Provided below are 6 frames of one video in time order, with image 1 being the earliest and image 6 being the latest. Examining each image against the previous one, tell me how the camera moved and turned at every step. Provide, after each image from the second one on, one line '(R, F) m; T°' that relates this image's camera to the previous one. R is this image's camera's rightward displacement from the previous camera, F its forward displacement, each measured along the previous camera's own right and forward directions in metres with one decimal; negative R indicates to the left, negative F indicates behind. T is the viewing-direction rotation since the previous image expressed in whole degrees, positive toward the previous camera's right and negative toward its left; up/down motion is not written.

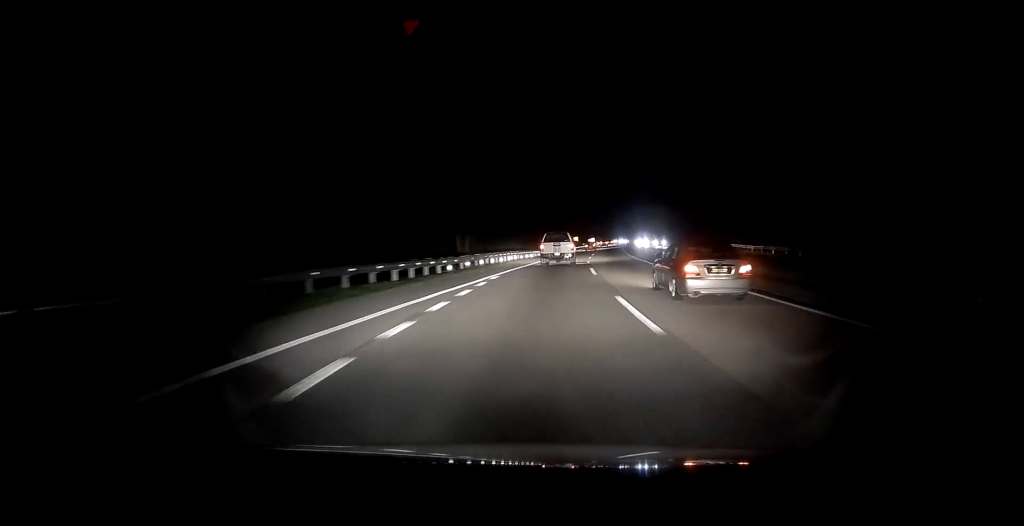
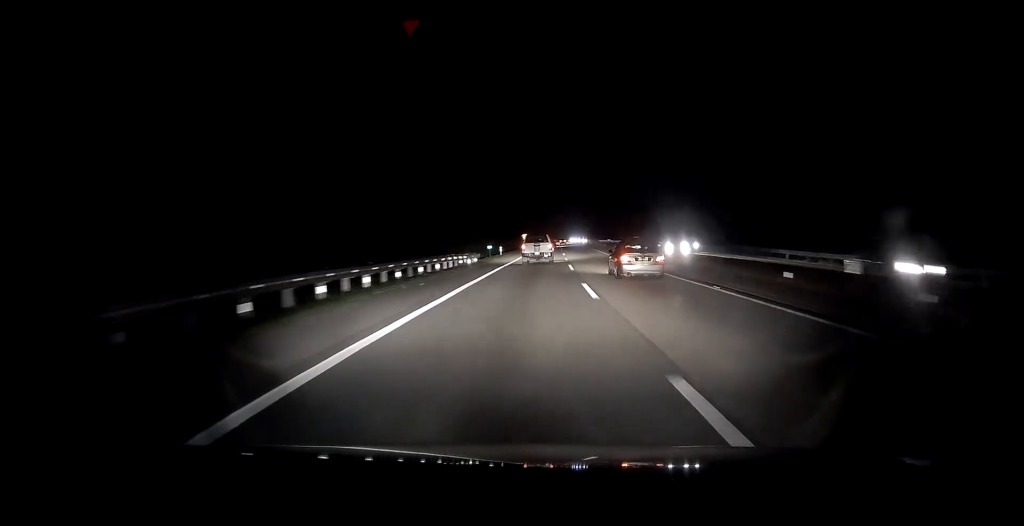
(+1.5, +35.5) m; +5°
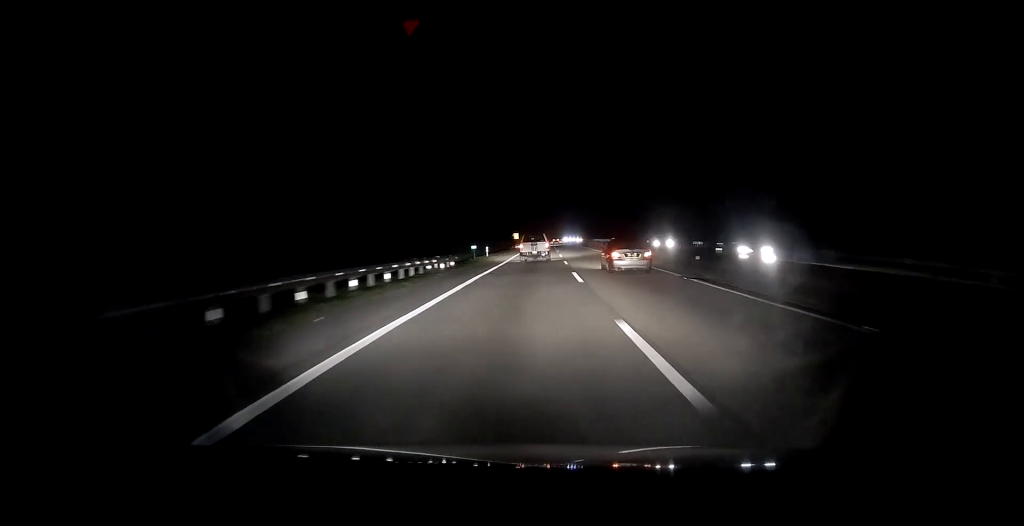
(+0.2, +9.1) m; +1°
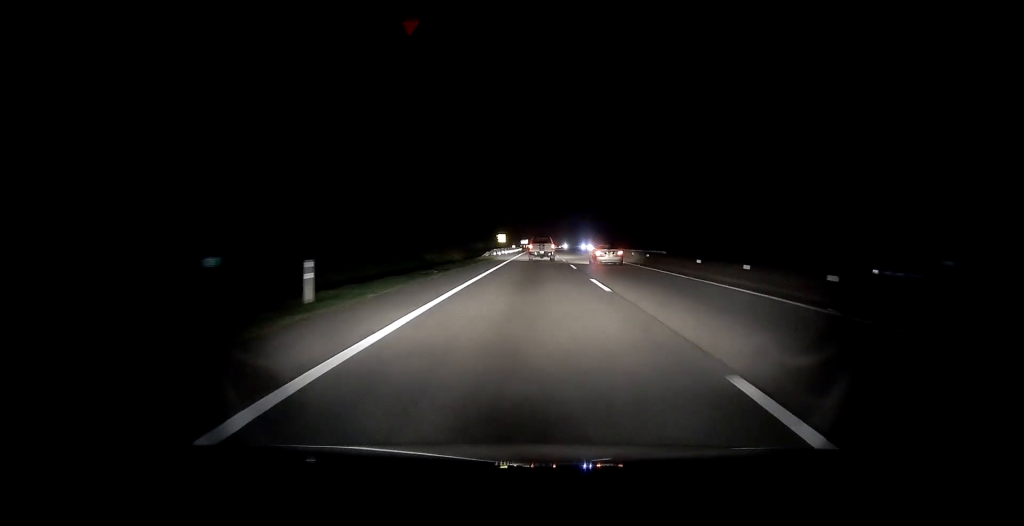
(0.0, +45.9) m; 0°
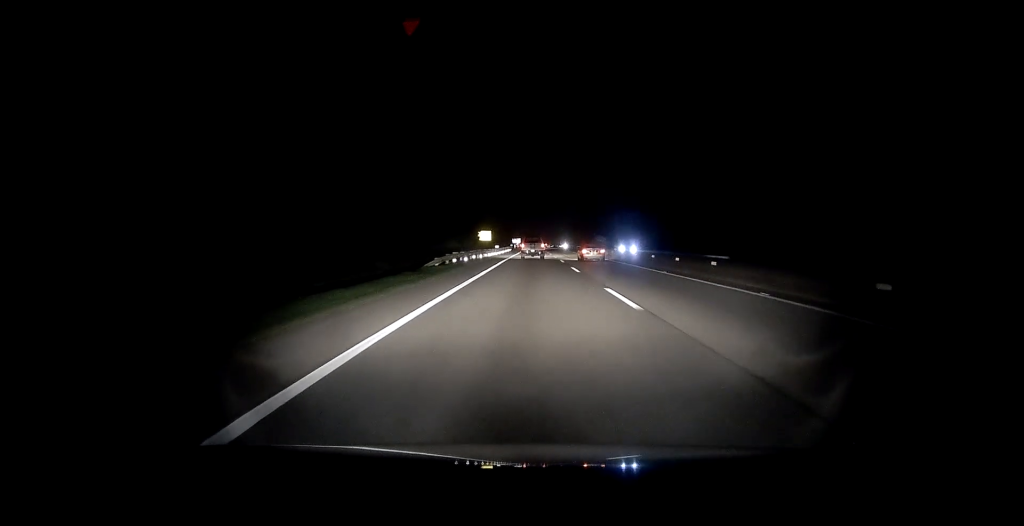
(+0.1, +31.8) m; +2°
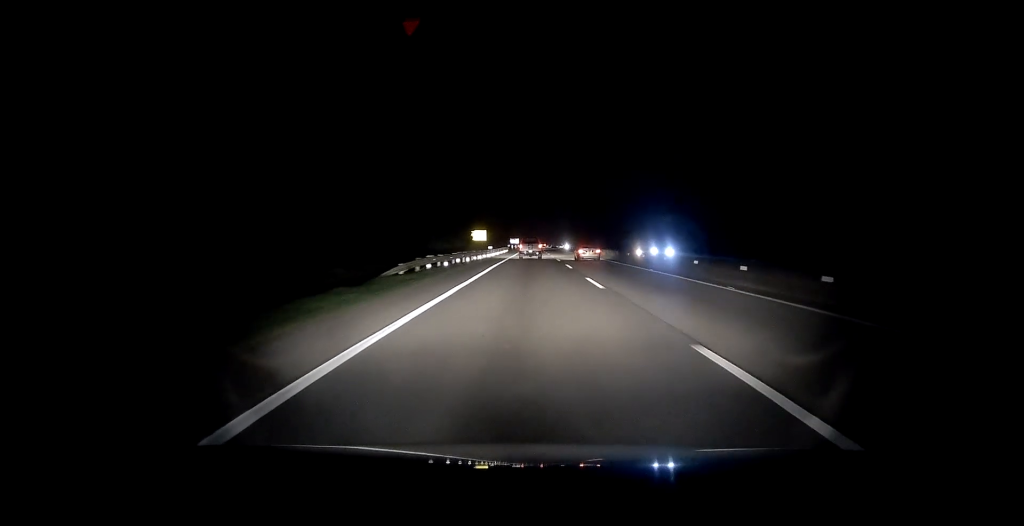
(+0.2, +9.3) m; 0°
